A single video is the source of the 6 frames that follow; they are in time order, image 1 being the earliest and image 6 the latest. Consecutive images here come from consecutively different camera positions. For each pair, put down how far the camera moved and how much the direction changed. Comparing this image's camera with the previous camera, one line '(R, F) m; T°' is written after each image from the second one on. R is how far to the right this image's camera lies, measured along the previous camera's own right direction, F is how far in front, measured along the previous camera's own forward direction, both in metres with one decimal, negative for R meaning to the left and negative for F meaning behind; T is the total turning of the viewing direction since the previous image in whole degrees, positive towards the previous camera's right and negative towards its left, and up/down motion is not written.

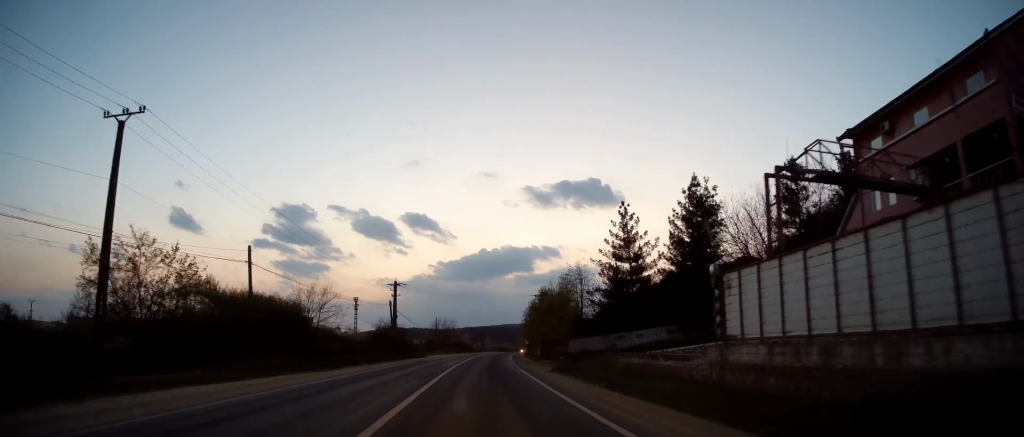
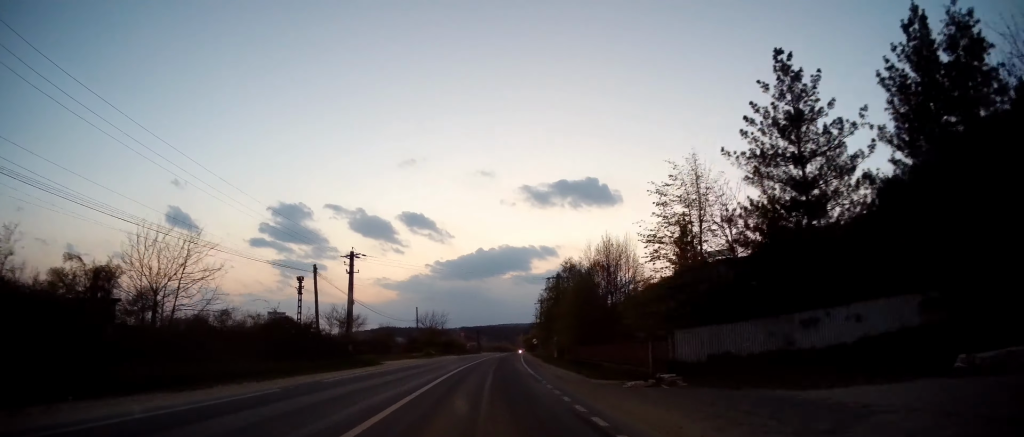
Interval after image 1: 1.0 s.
(0.0, +25.7) m; +1°
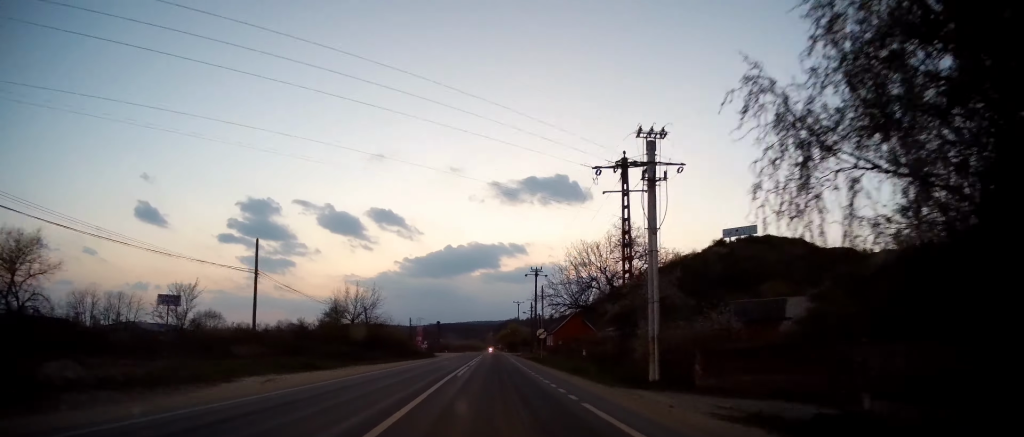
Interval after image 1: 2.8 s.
(+1.0, +47.8) m; +2°
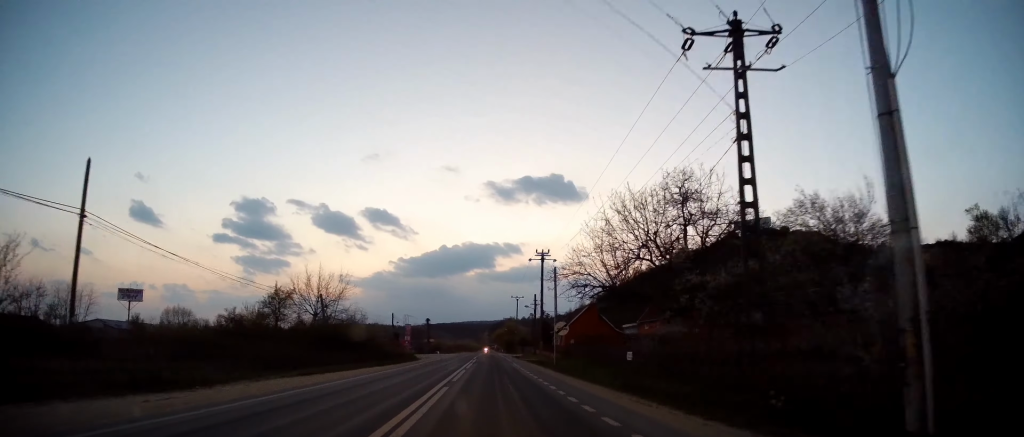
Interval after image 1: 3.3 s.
(-0.1, +14.2) m; +1°
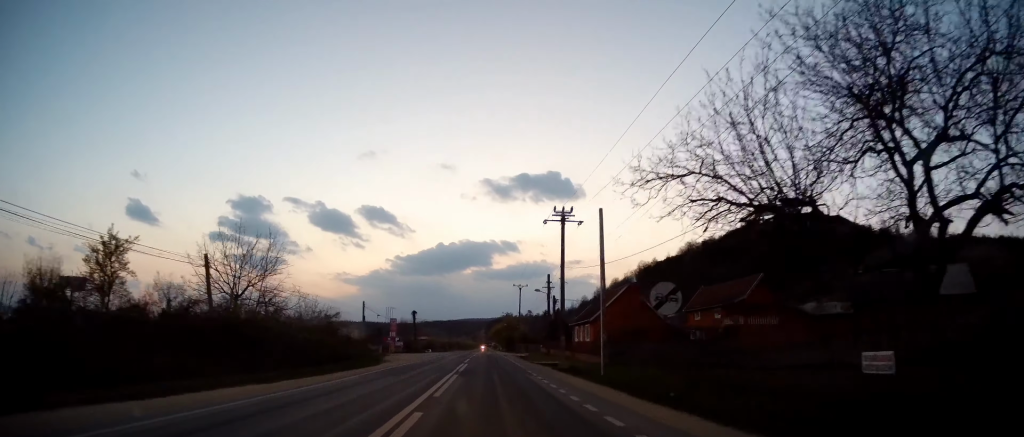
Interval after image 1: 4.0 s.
(+0.2, +18.6) m; +1°
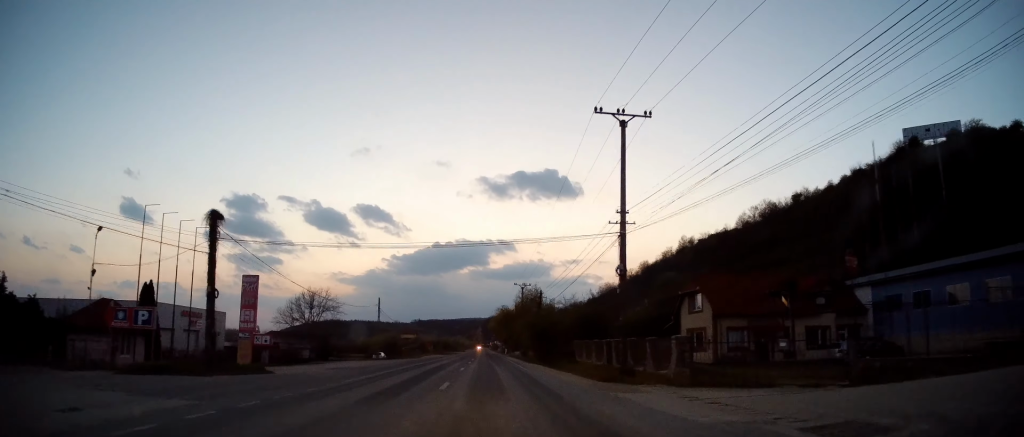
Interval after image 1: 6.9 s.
(+1.0, +77.2) m; +1°
